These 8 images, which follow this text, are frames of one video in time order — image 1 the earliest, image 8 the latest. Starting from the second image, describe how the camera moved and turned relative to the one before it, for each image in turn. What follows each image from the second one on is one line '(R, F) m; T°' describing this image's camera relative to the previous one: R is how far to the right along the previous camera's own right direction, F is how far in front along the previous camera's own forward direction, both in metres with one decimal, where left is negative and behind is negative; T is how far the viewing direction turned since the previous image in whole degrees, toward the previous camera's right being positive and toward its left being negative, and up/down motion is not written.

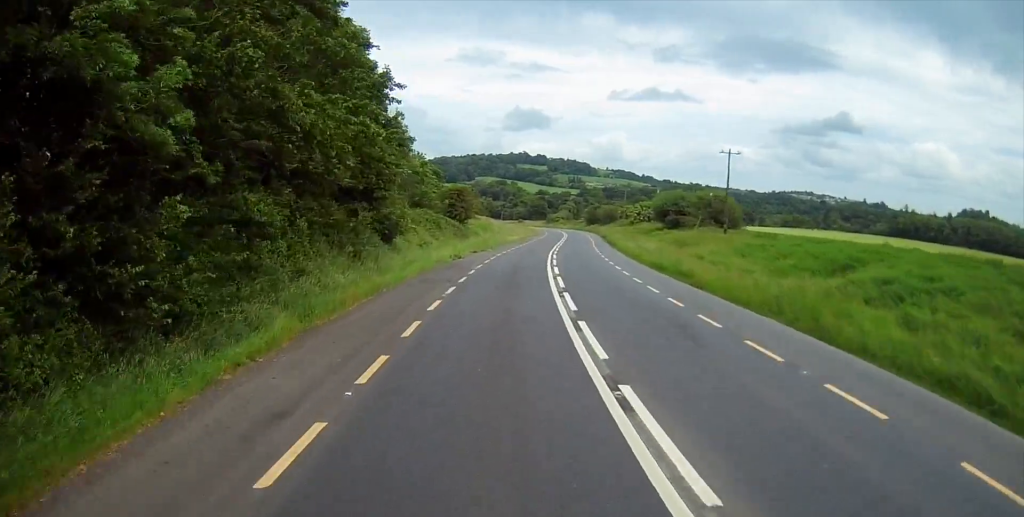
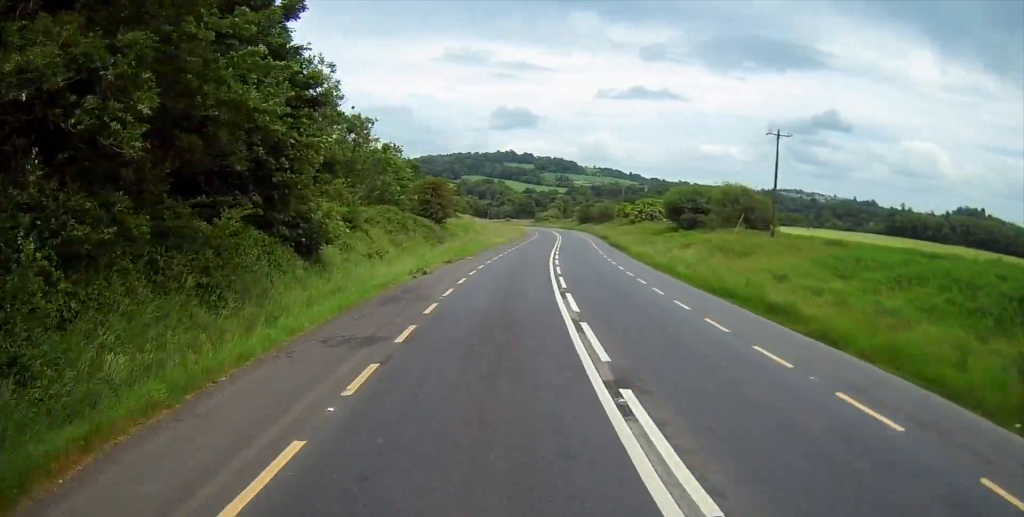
(+0.2, +12.7) m; +1°
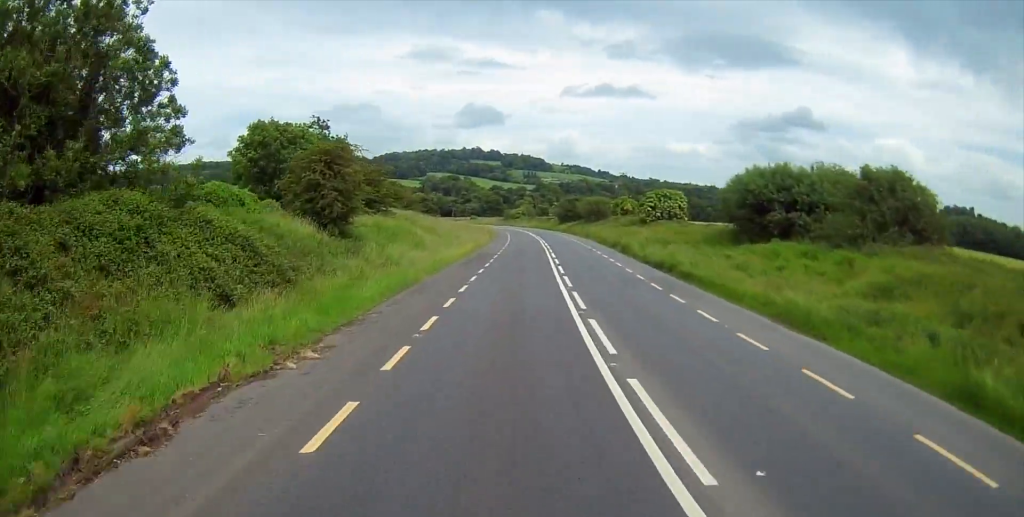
(+1.0, +30.4) m; +3°
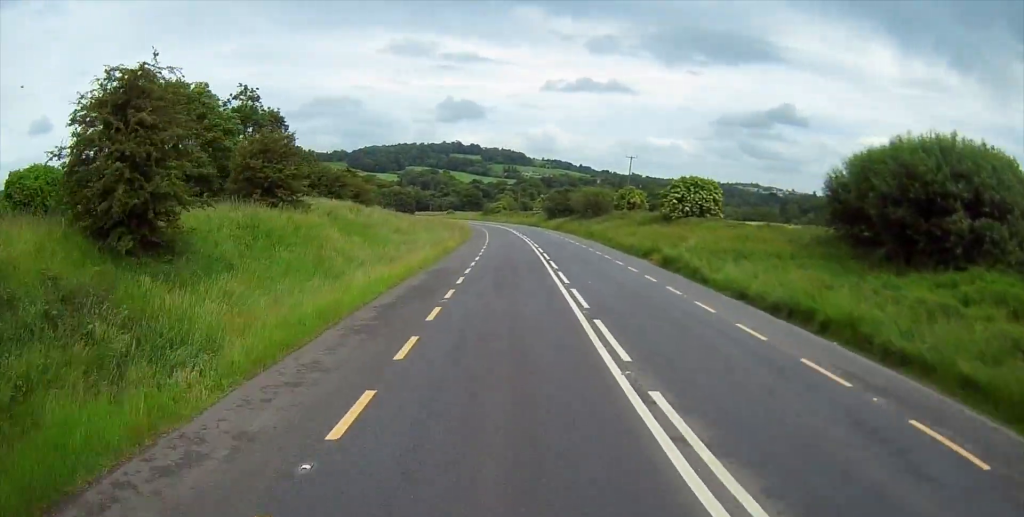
(+0.3, +19.7) m; +1°
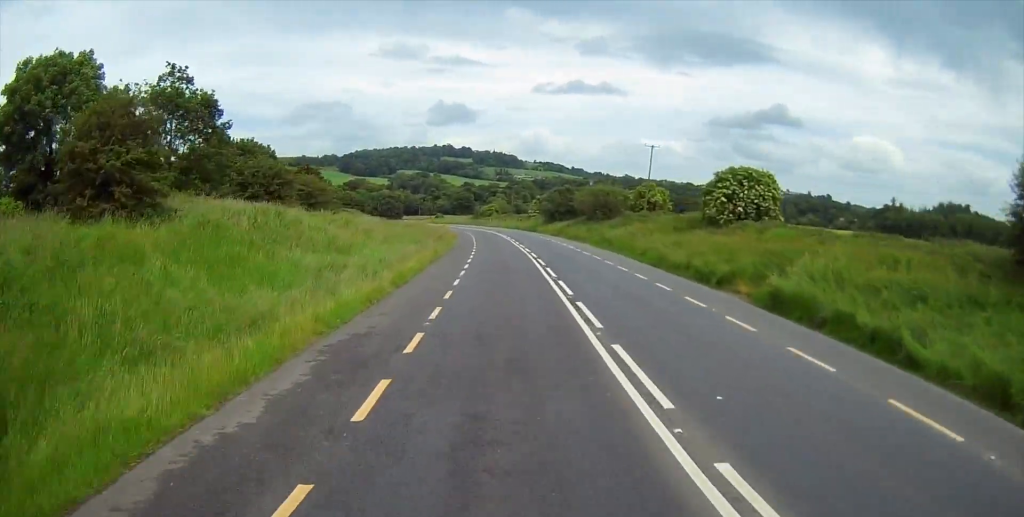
(+0.1, +15.1) m; +1°
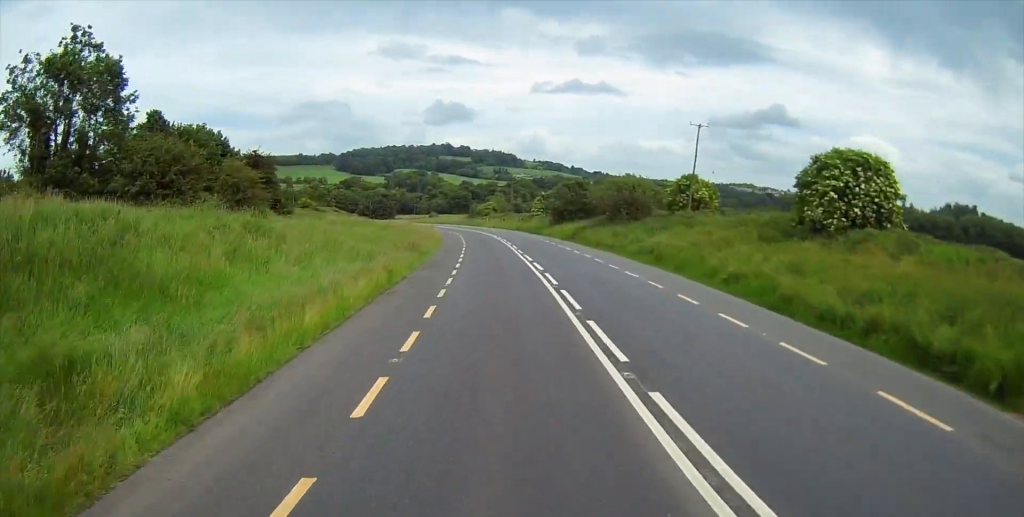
(+0.1, +15.8) m; 0°
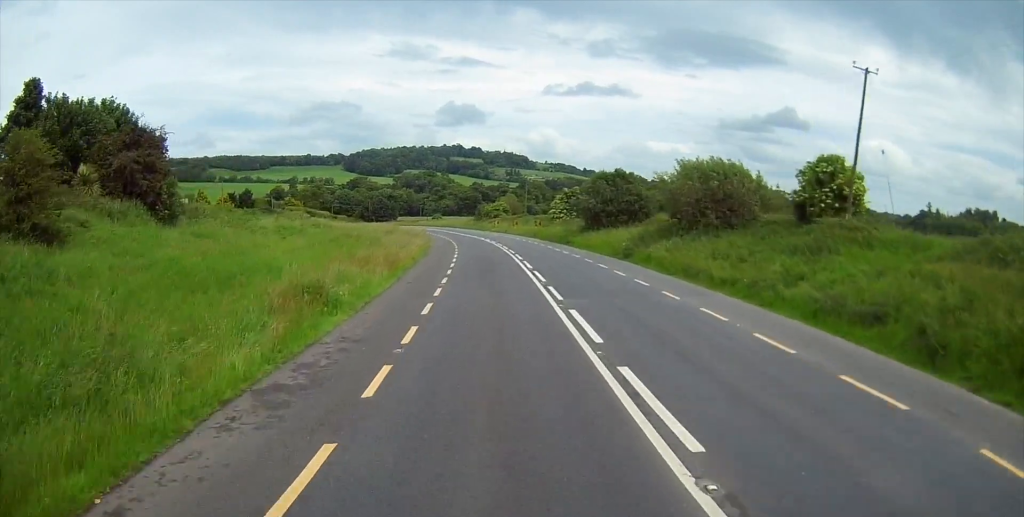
(0.0, +22.7) m; 0°
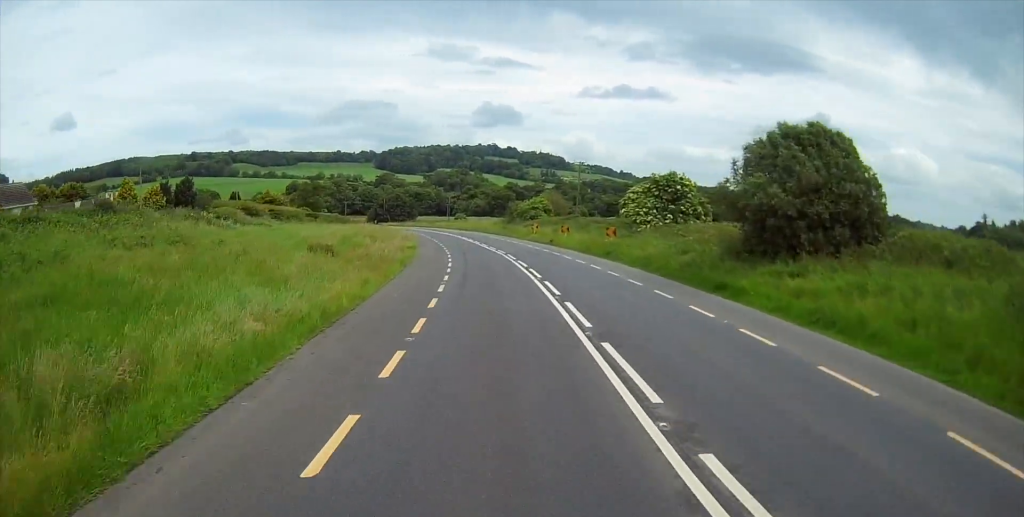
(-0.4, +34.7) m; -2°
